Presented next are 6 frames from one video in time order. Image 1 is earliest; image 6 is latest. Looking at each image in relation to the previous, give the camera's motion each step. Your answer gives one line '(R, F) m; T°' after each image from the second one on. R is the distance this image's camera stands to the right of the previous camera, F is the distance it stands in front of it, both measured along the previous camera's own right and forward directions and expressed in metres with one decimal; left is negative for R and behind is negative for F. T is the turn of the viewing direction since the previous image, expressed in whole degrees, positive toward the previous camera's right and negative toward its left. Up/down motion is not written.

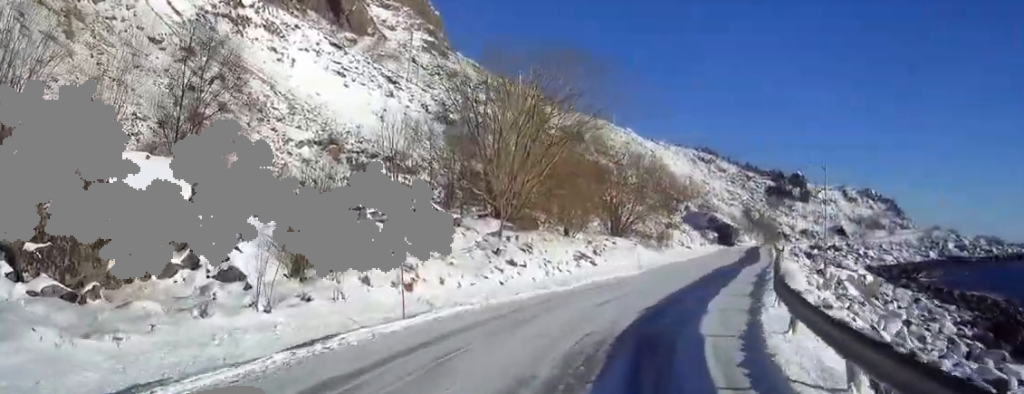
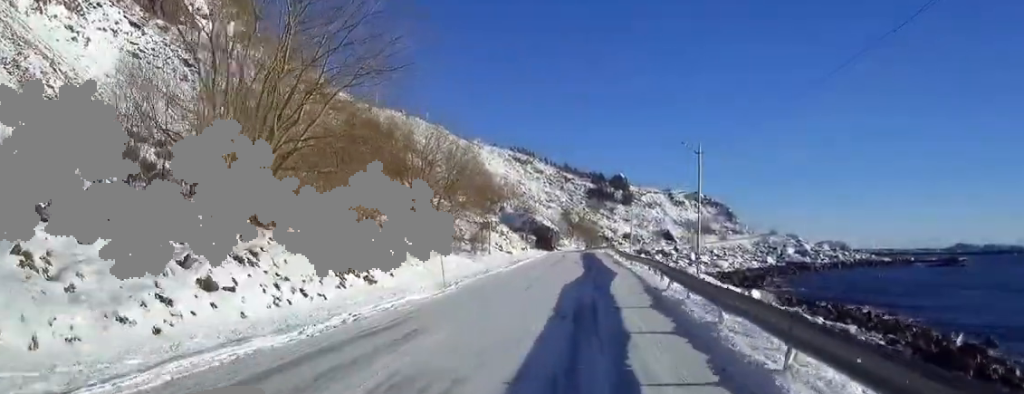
(+1.3, +11.9) m; +11°
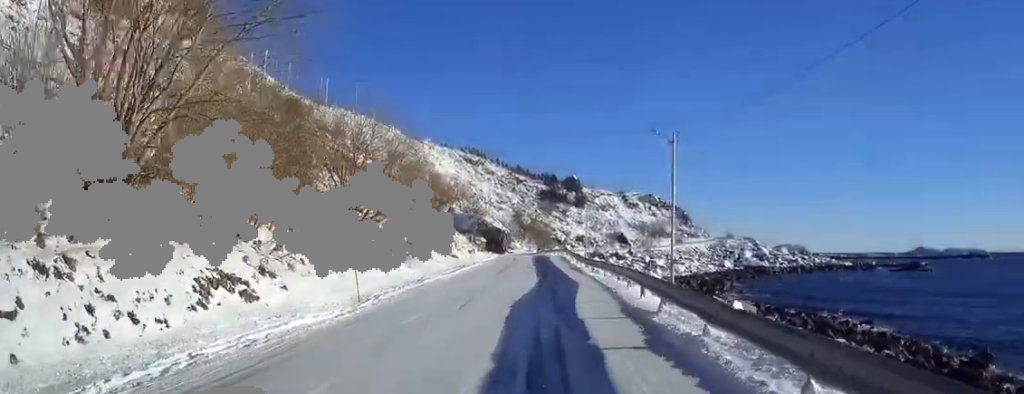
(+0.4, +5.7) m; +4°
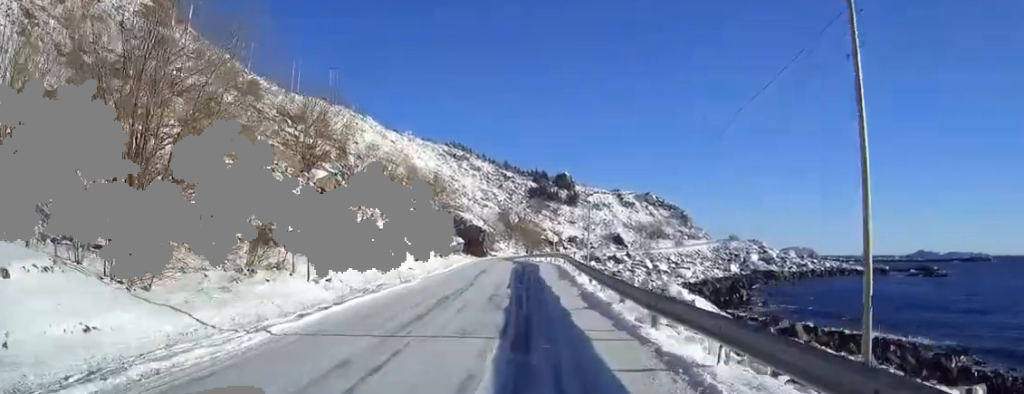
(+1.7, +21.4) m; +5°
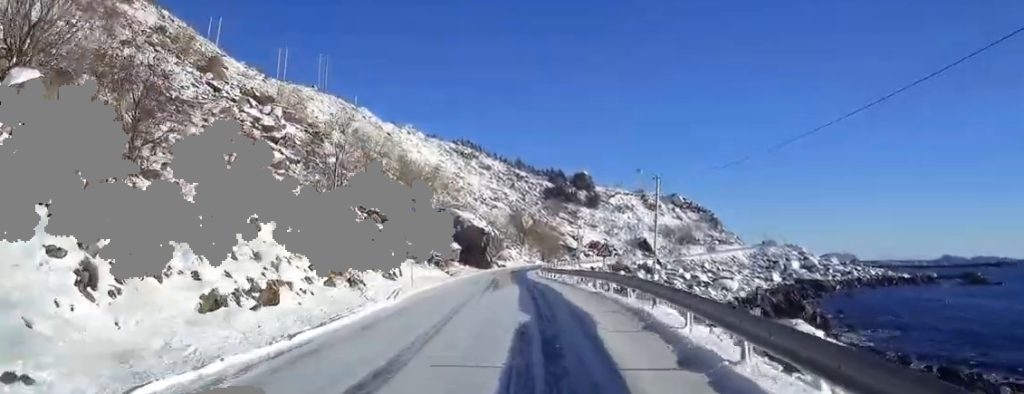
(-0.6, +27.9) m; -1°
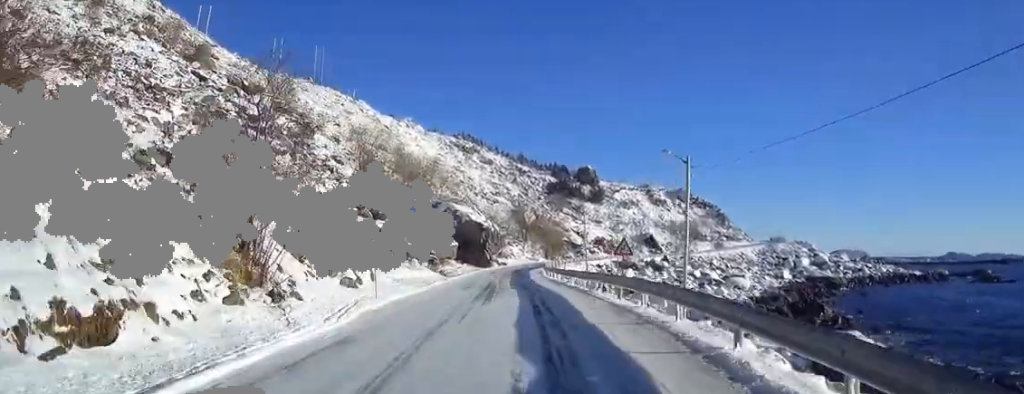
(+0.1, +6.7) m; 0°
